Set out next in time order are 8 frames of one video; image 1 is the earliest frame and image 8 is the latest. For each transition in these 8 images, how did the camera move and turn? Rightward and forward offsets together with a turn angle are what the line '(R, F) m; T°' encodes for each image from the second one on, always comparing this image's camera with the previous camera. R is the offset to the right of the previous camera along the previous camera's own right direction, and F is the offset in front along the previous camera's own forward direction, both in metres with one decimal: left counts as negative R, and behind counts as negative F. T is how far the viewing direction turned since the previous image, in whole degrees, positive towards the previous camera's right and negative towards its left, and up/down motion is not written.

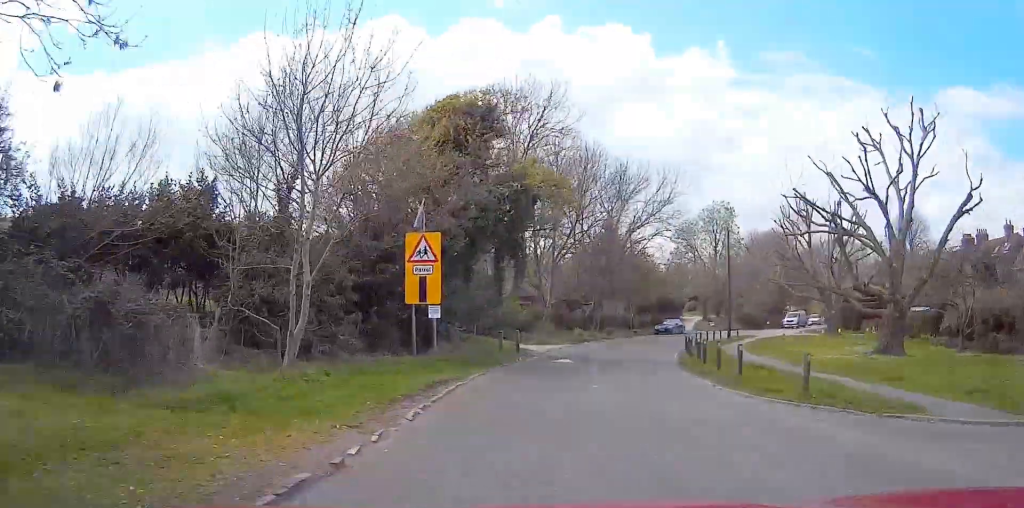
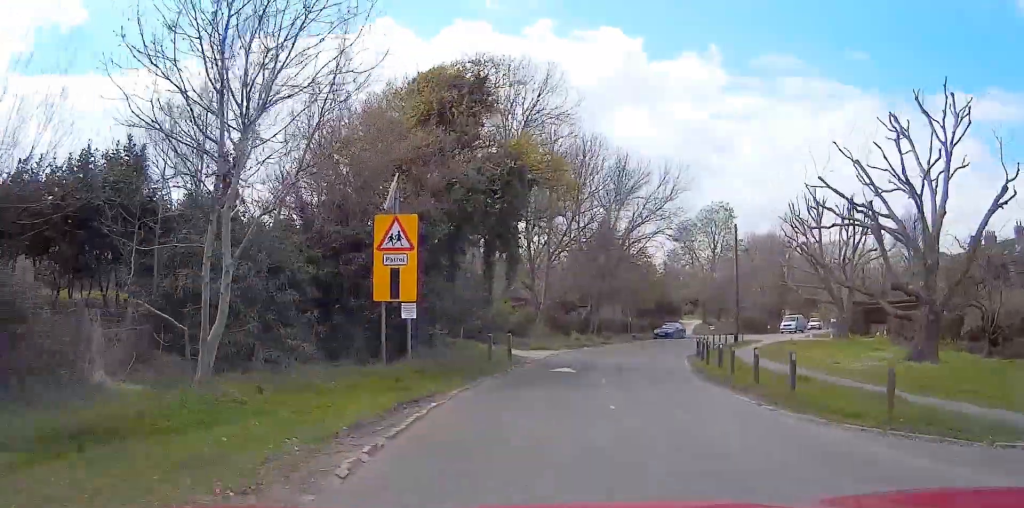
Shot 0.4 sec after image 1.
(0.0, +3.6) m; 0°
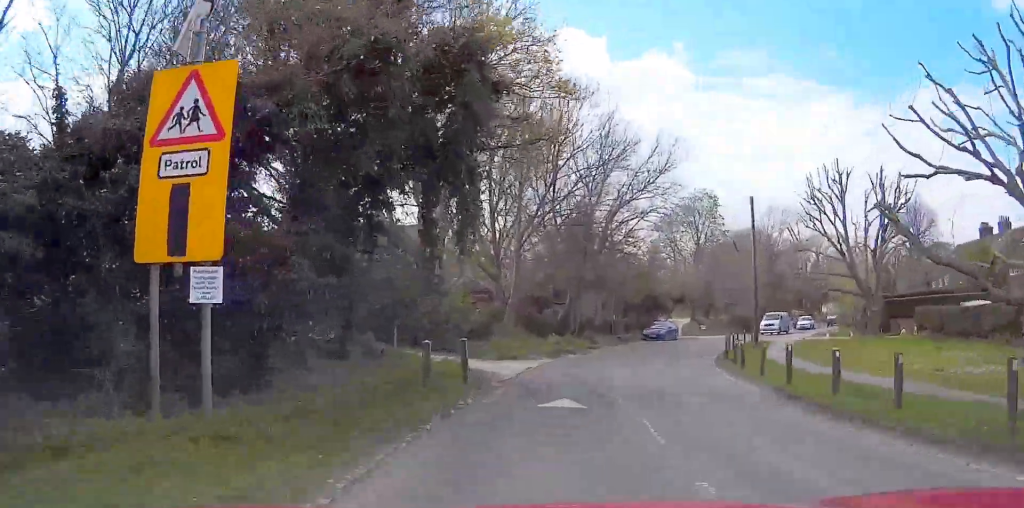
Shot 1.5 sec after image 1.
(0.0, +9.7) m; +2°
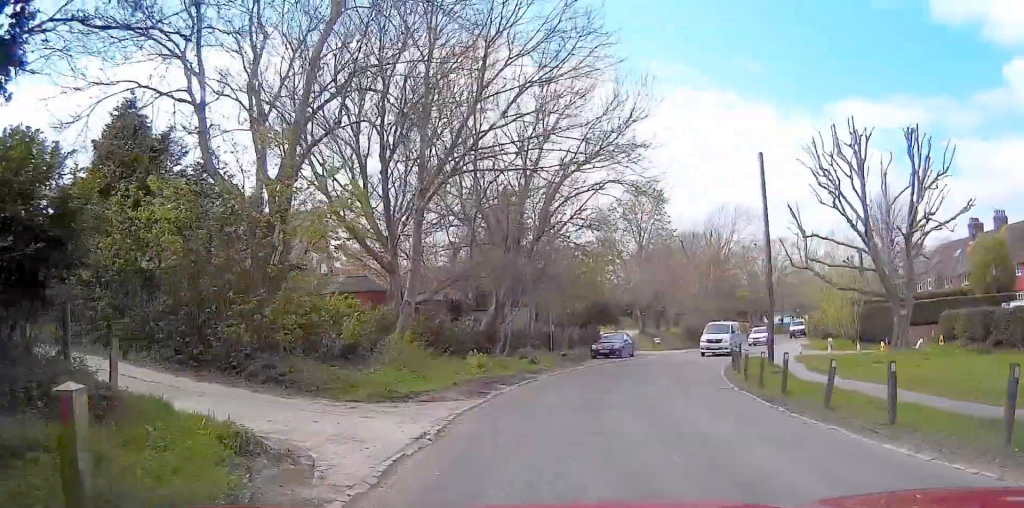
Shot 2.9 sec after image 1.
(+0.6, +12.2) m; +5°
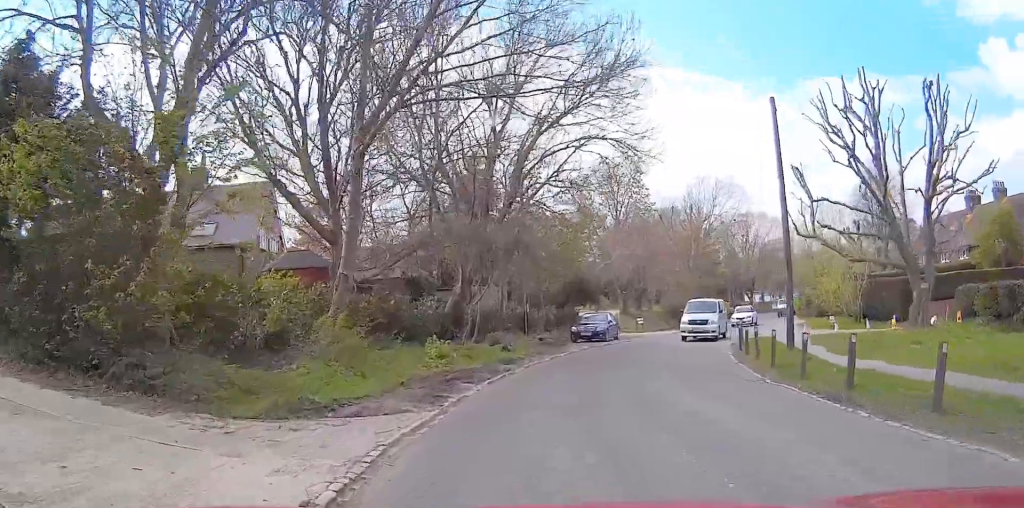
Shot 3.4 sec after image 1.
(0.0, +4.7) m; +2°
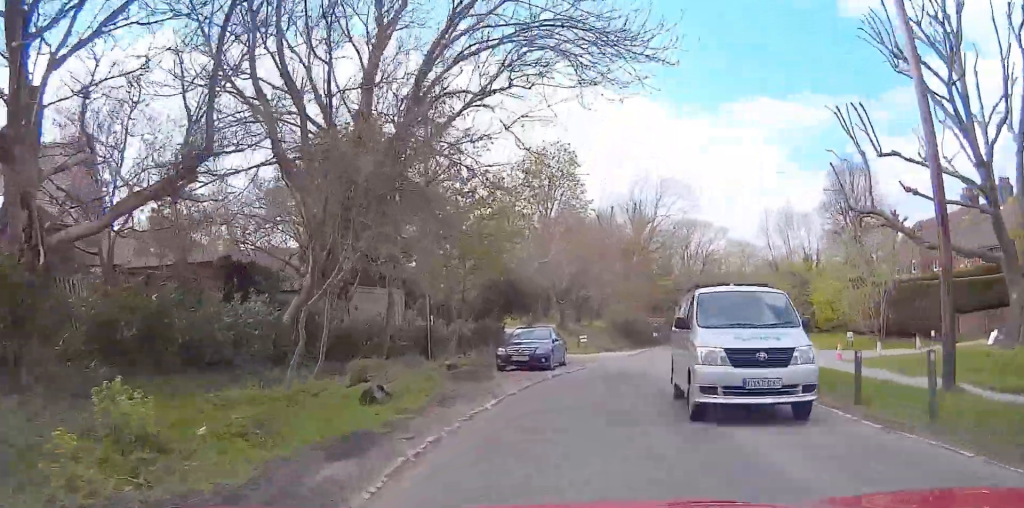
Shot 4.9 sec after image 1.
(+0.6, +12.7) m; +5°
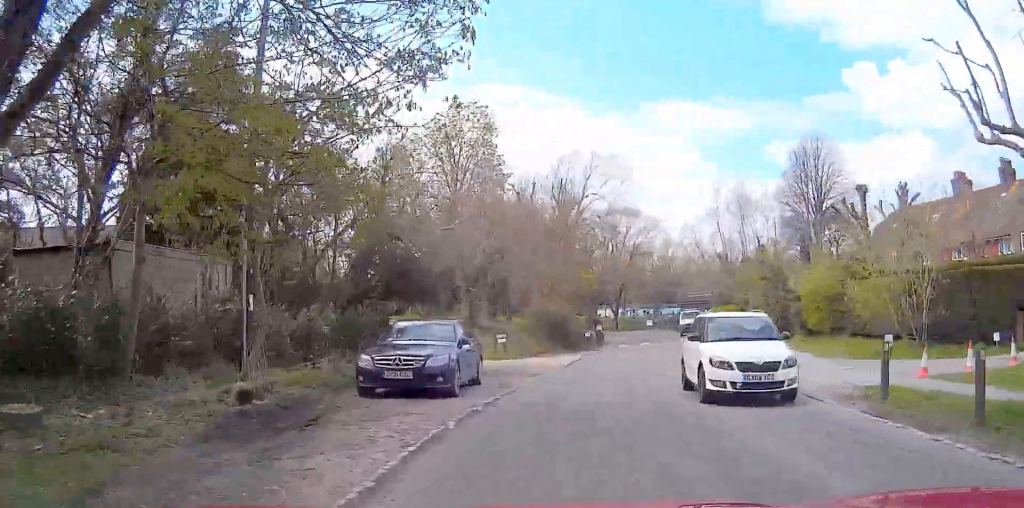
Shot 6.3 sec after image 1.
(+0.6, +10.9) m; +8°
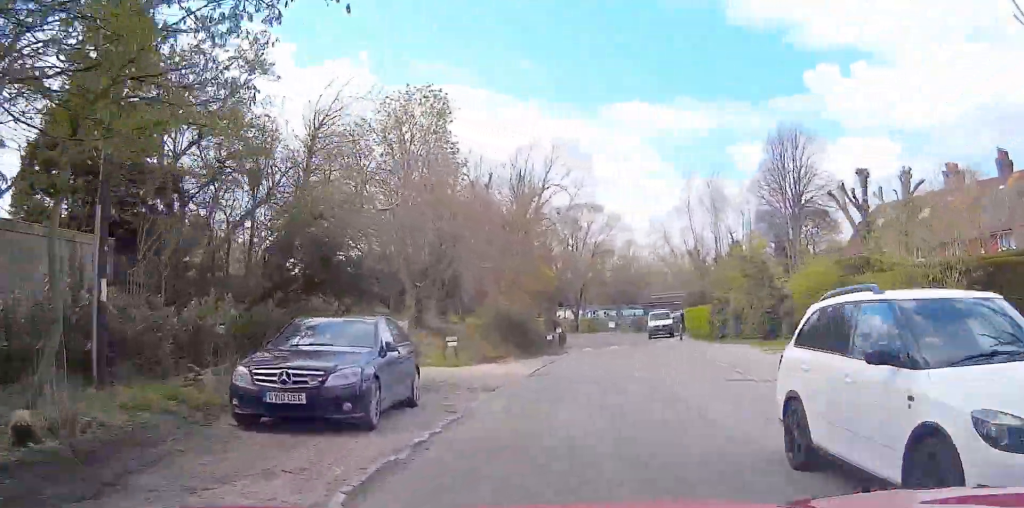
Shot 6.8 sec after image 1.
(+0.2, +4.3) m; +3°
